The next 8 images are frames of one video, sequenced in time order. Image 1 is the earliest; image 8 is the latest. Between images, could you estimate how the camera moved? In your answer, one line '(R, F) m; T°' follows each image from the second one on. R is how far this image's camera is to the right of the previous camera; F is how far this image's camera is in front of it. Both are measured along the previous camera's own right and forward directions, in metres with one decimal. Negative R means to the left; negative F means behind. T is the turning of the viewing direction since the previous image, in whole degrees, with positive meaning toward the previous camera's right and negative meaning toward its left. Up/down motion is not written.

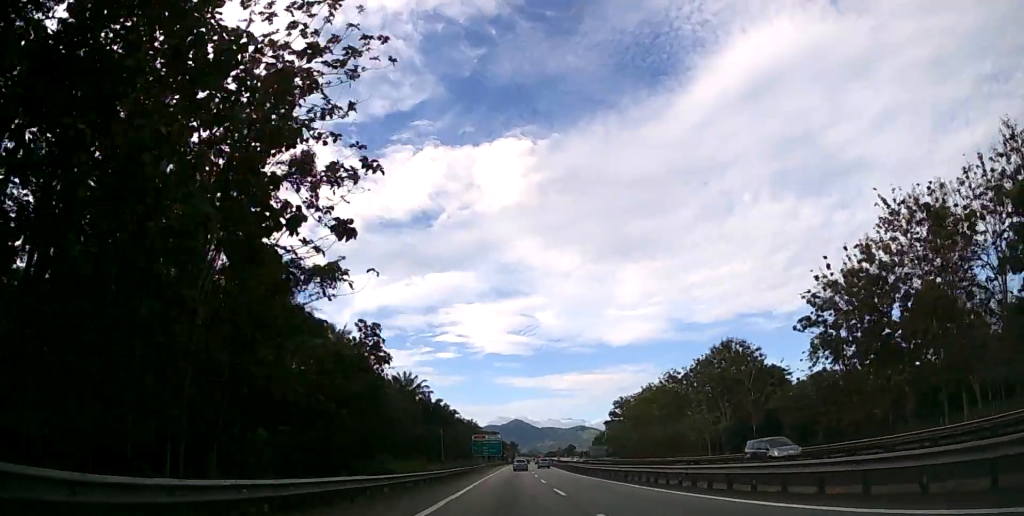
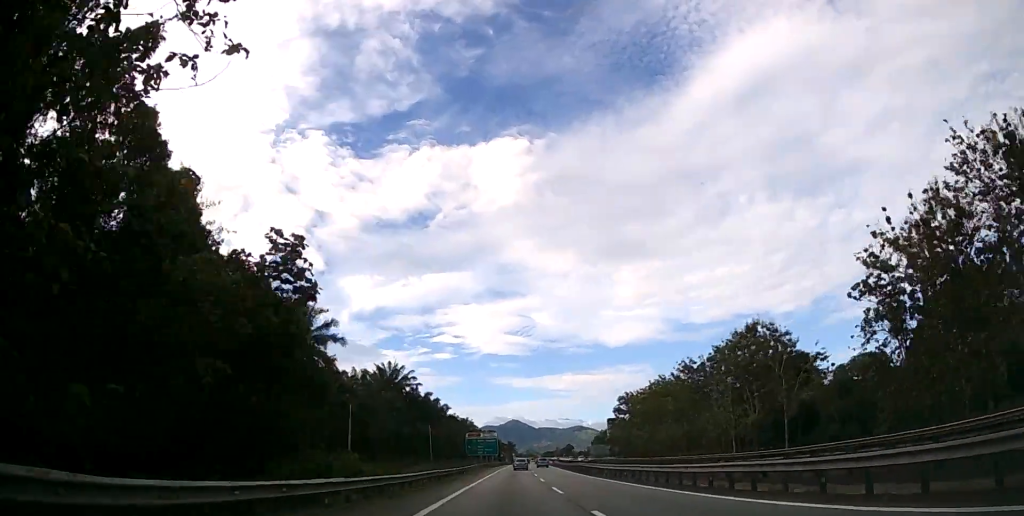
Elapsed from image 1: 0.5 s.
(0.0, +11.7) m; 0°
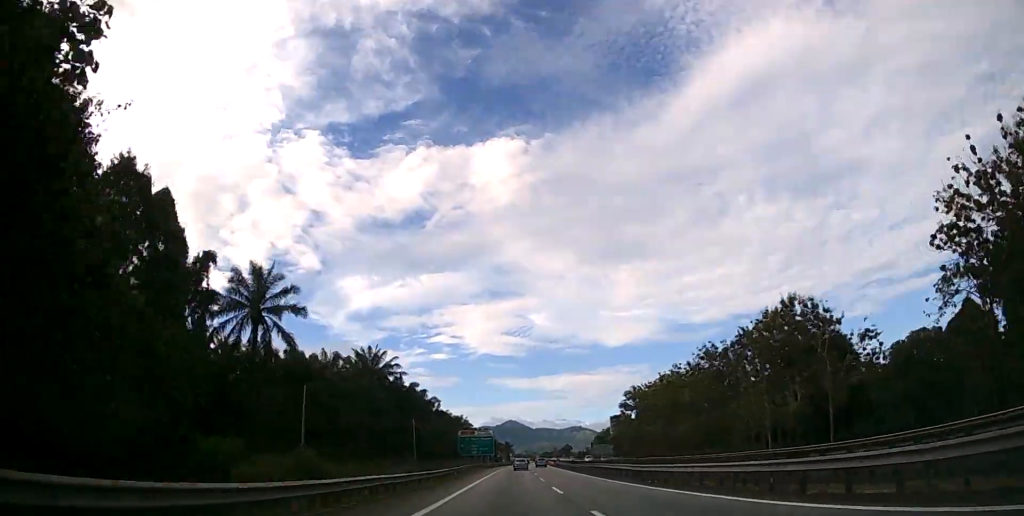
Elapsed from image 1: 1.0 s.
(0.0, +12.7) m; 0°
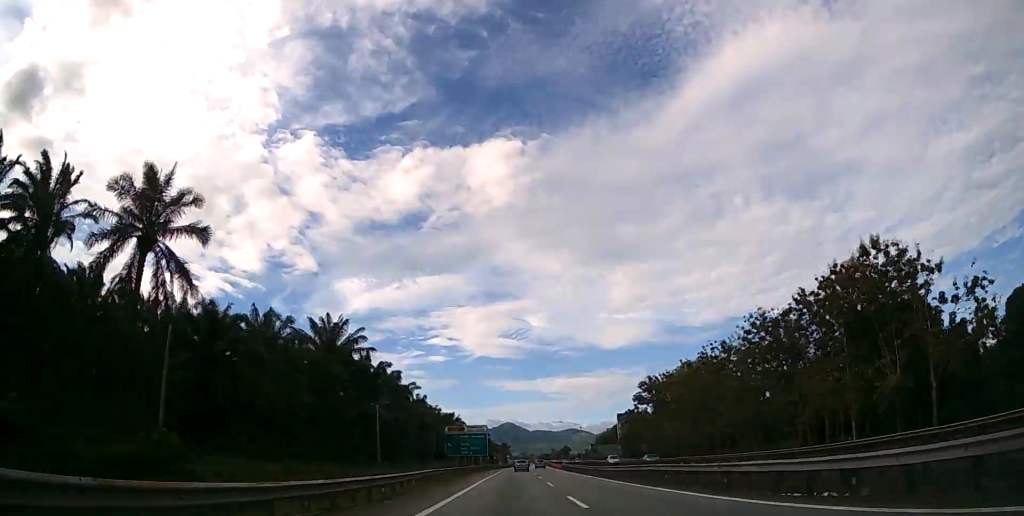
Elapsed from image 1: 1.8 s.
(+0.1, +19.5) m; 0°
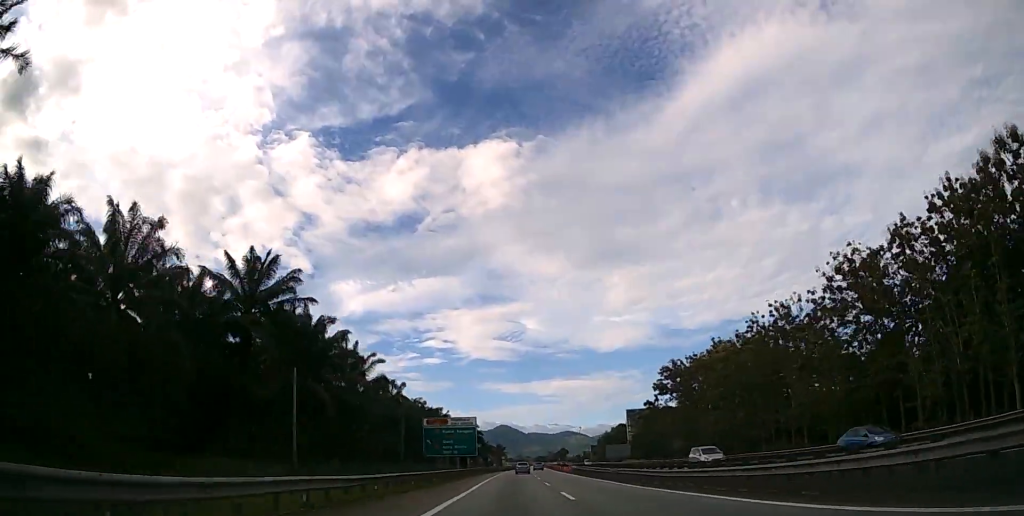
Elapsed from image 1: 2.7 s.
(+0.1, +21.6) m; +1°
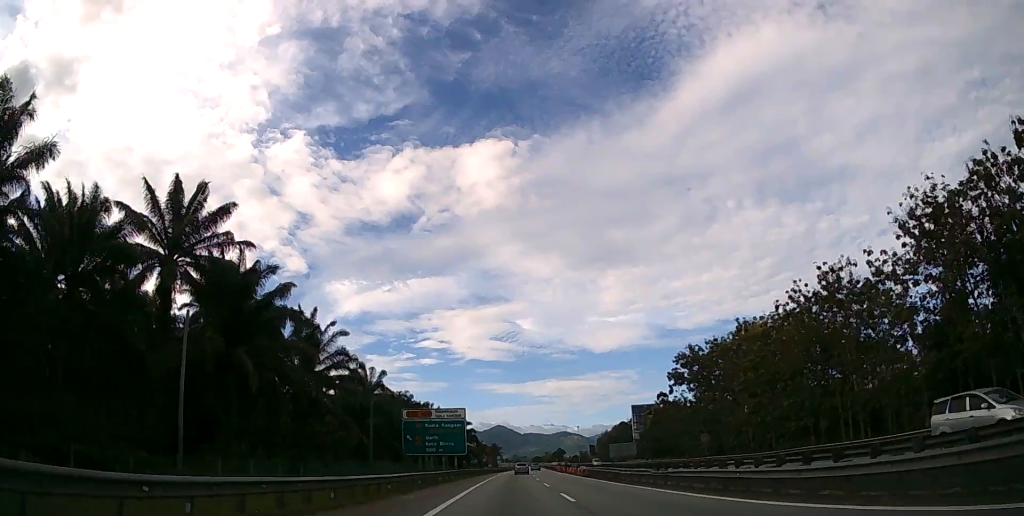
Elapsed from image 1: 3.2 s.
(0.0, +12.8) m; 0°
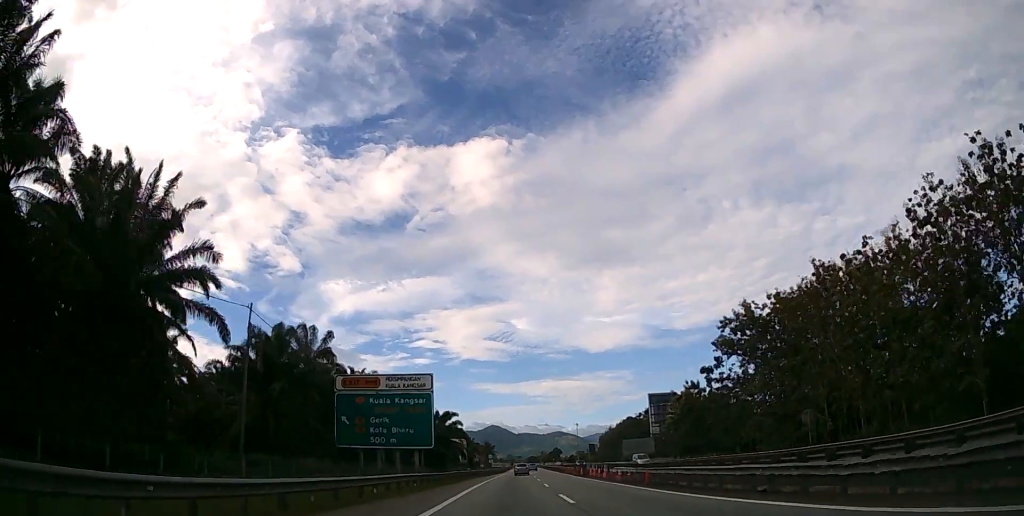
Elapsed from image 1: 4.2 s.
(+0.1, +24.6) m; +1°
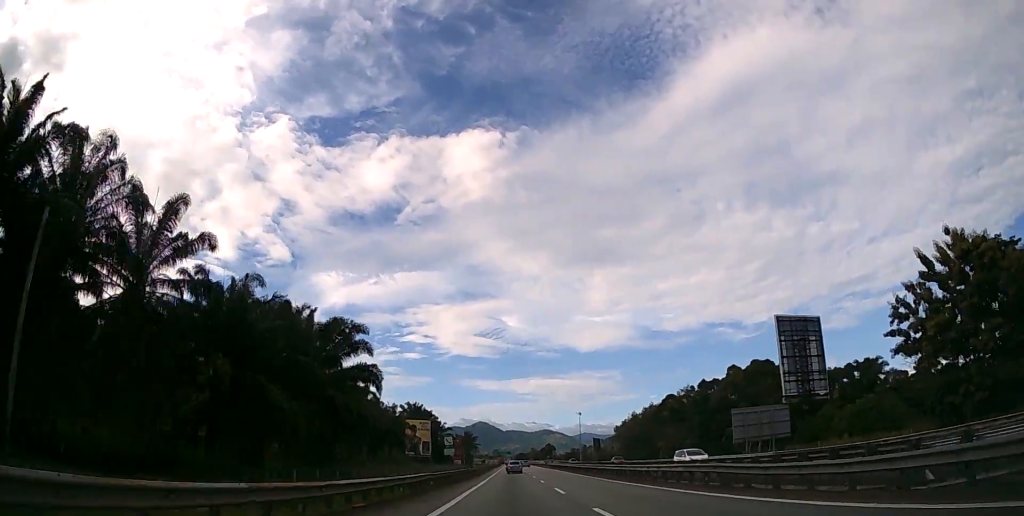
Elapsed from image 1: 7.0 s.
(+0.9, +69.1) m; +1°
